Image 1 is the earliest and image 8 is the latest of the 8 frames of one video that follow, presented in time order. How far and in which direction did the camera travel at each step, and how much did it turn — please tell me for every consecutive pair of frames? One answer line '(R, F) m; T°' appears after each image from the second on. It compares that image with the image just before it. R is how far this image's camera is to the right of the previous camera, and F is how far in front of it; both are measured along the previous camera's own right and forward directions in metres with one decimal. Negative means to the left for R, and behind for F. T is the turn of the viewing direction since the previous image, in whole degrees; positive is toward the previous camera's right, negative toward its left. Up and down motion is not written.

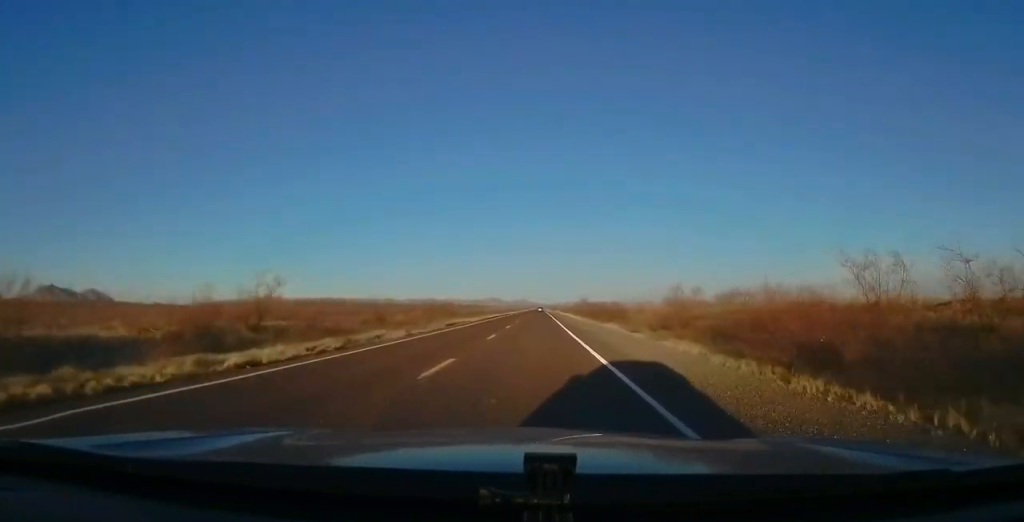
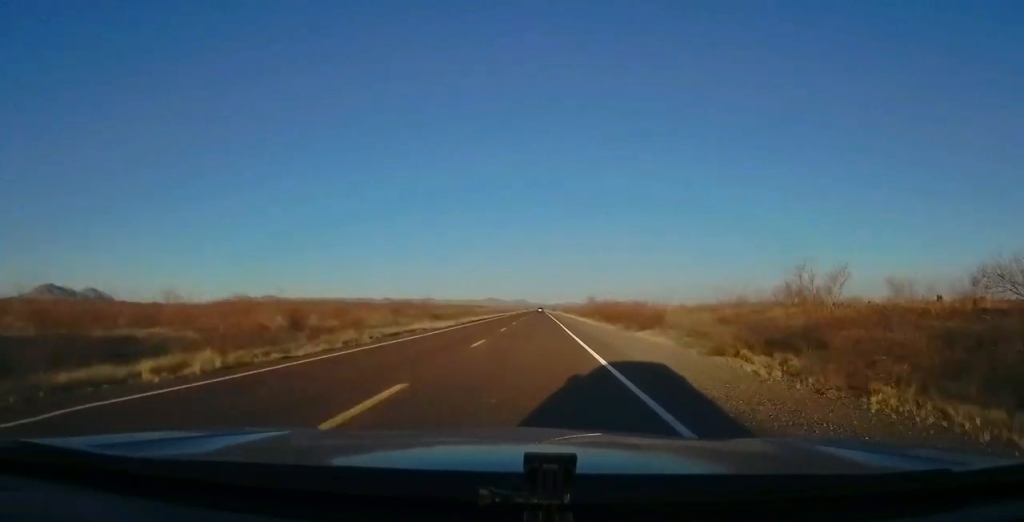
(-0.1, +16.3) m; 0°
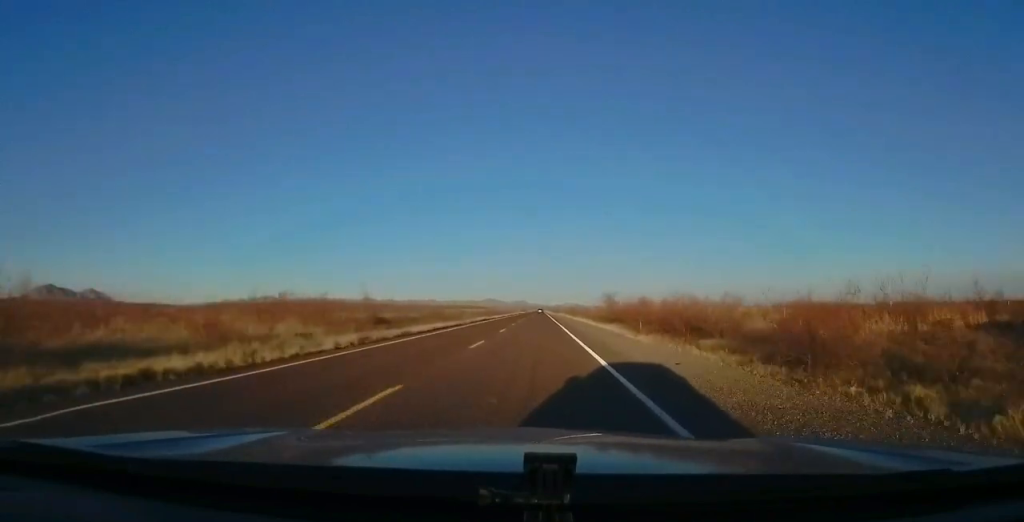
(+0.4, +24.0) m; 0°
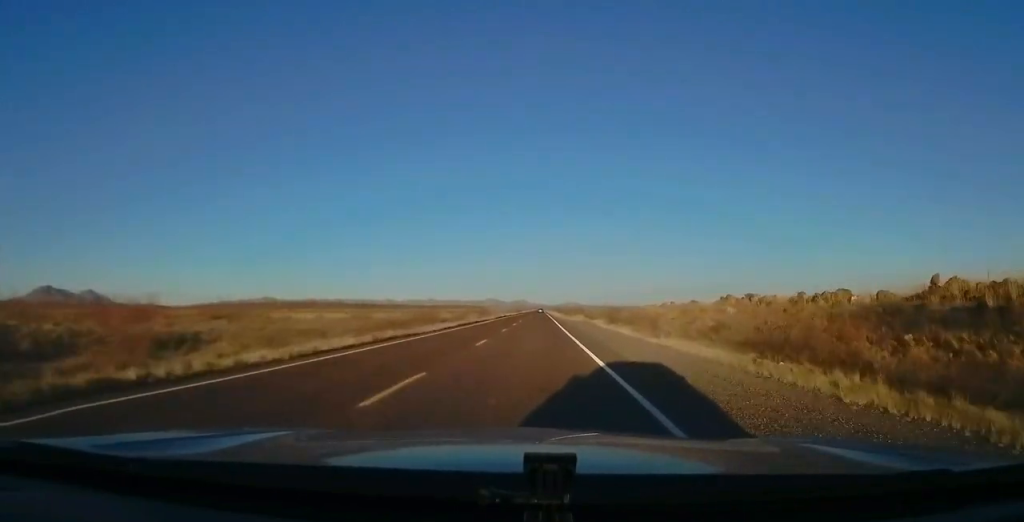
(-1.2, +69.2) m; -1°
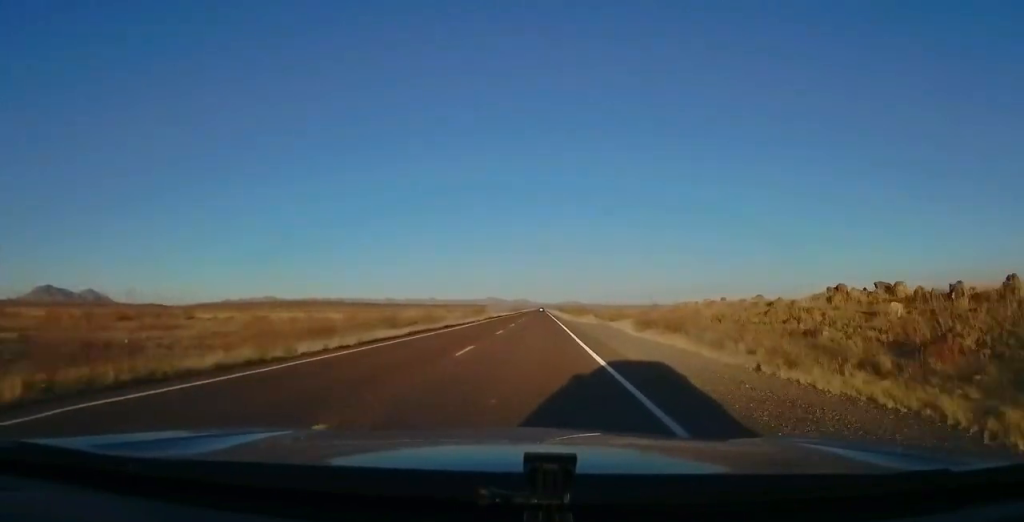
(-0.1, +16.4) m; +1°
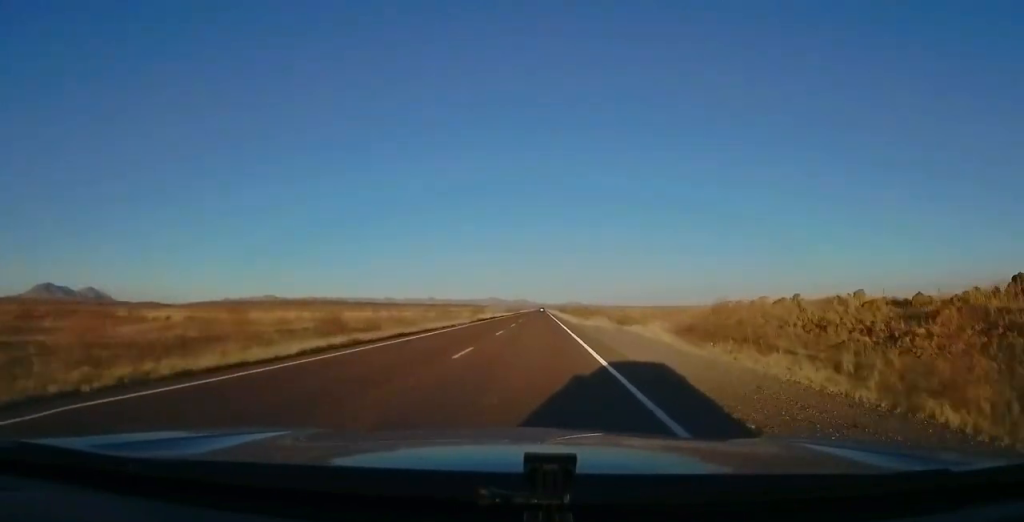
(+0.2, +12.5) m; +1°
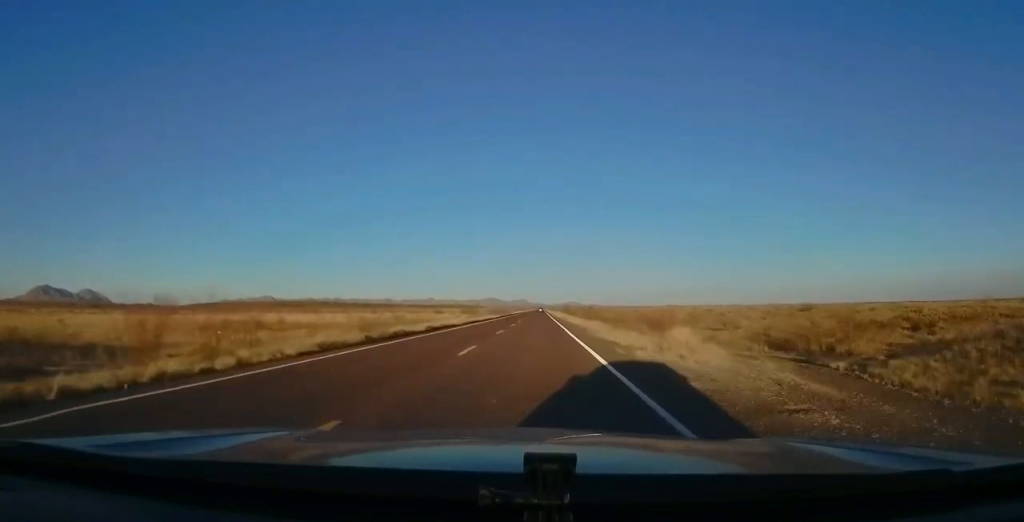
(+0.5, +34.8) m; 0°
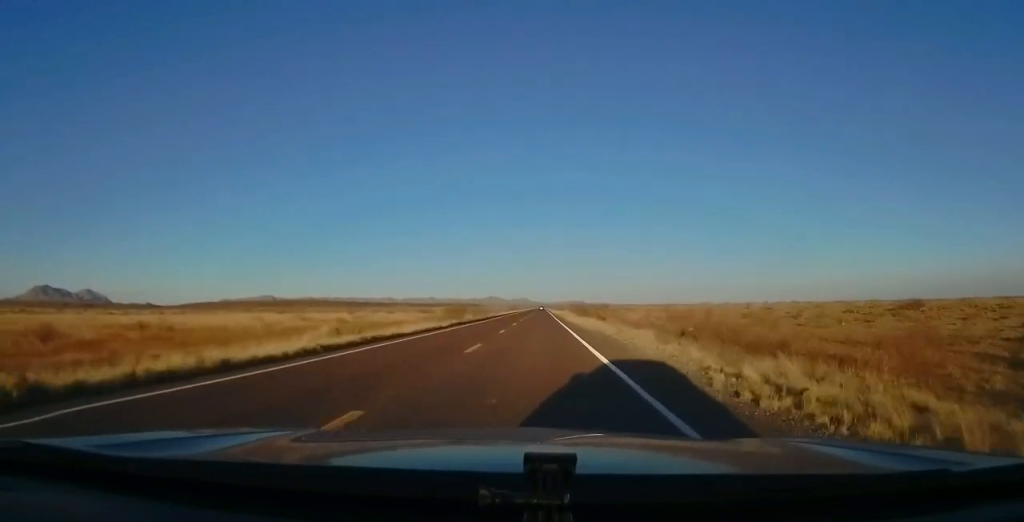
(-1.0, +47.3) m; -2°
